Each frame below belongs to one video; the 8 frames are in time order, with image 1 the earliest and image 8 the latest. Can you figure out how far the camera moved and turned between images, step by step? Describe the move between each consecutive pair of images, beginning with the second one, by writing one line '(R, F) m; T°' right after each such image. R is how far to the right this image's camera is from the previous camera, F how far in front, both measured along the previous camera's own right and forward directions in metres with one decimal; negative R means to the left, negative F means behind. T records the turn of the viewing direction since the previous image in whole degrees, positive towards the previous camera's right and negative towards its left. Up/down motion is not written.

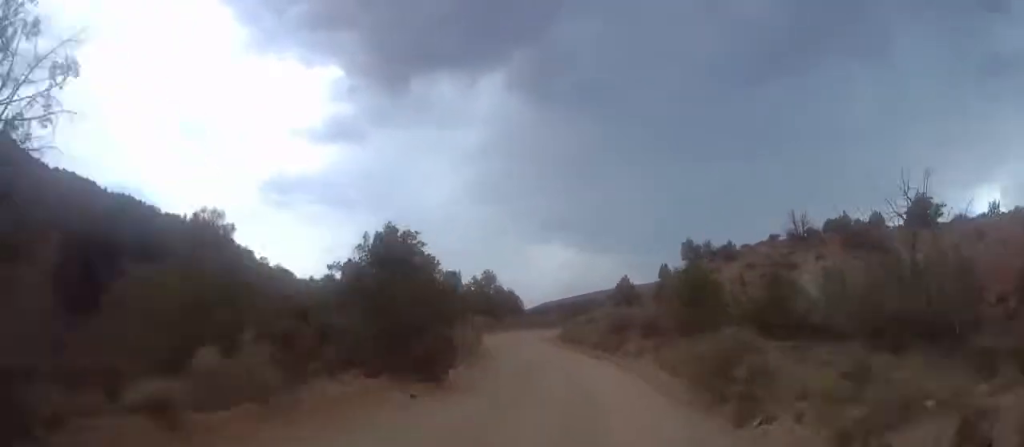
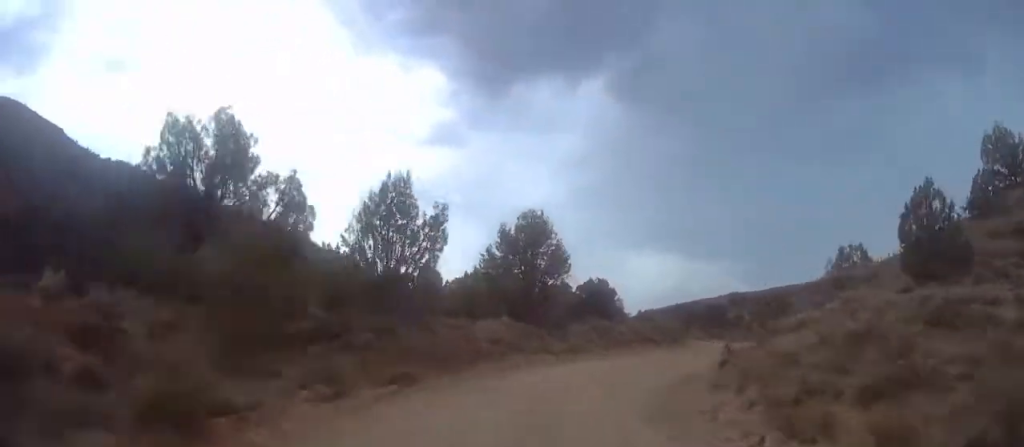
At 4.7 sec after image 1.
(-0.5, +42.1) m; +2°
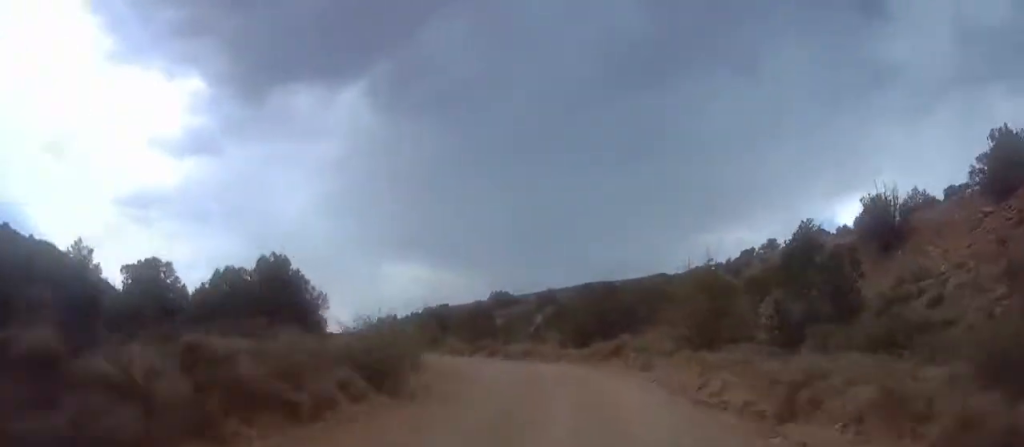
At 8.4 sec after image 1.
(+1.4, +32.4) m; +4°
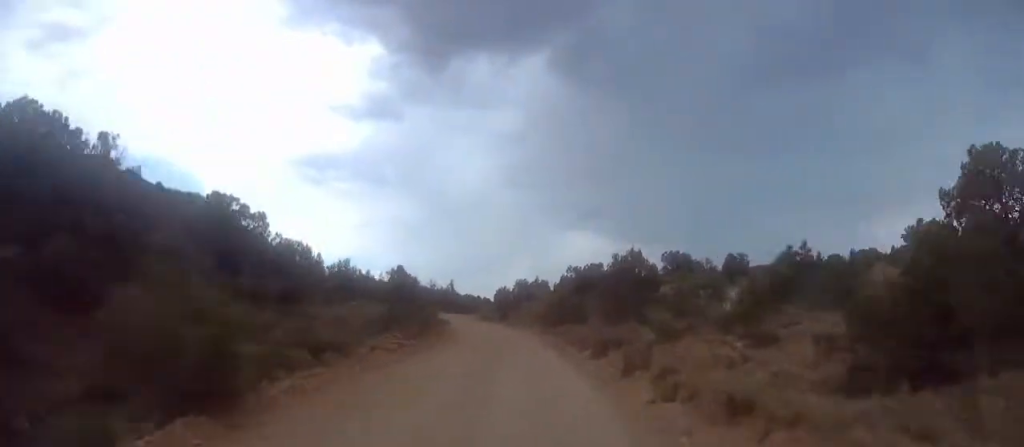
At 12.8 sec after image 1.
(+1.1, +37.4) m; -3°
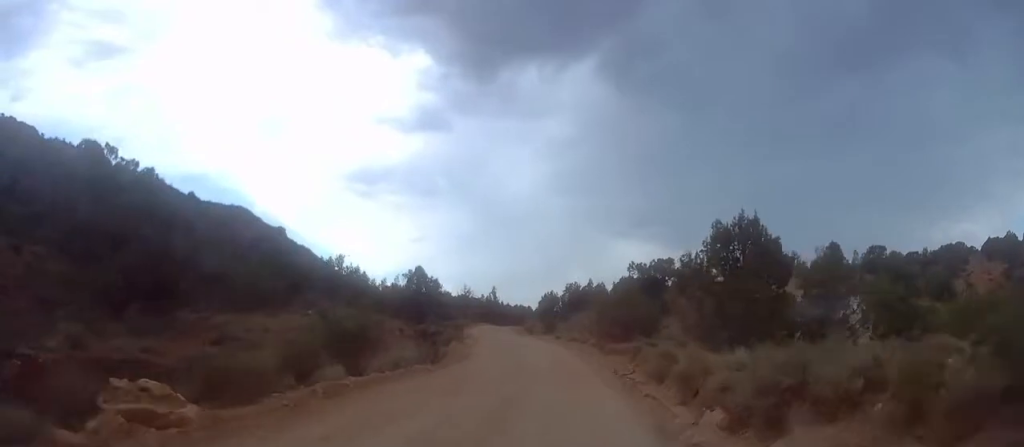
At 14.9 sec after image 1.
(-0.6, +18.0) m; -4°
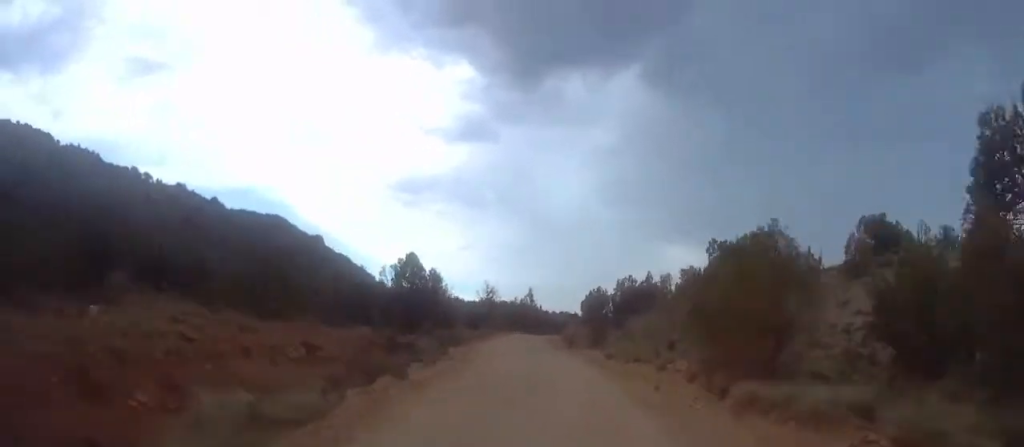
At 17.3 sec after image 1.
(-1.3, +20.3) m; -6°
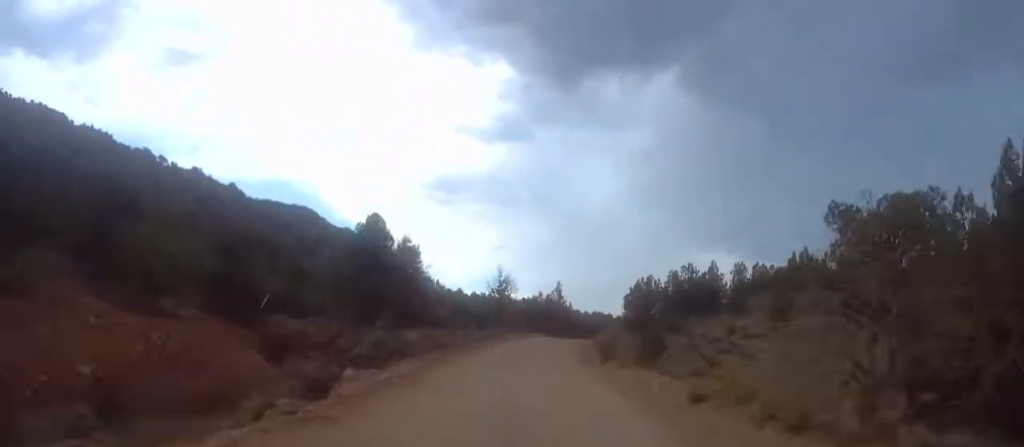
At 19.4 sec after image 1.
(-0.9, +17.1) m; -2°
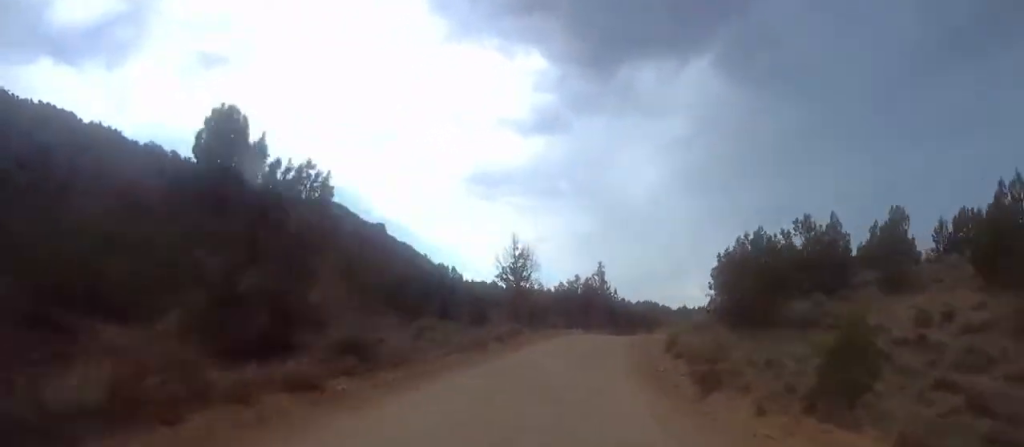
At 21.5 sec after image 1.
(-1.0, +18.3) m; 0°
